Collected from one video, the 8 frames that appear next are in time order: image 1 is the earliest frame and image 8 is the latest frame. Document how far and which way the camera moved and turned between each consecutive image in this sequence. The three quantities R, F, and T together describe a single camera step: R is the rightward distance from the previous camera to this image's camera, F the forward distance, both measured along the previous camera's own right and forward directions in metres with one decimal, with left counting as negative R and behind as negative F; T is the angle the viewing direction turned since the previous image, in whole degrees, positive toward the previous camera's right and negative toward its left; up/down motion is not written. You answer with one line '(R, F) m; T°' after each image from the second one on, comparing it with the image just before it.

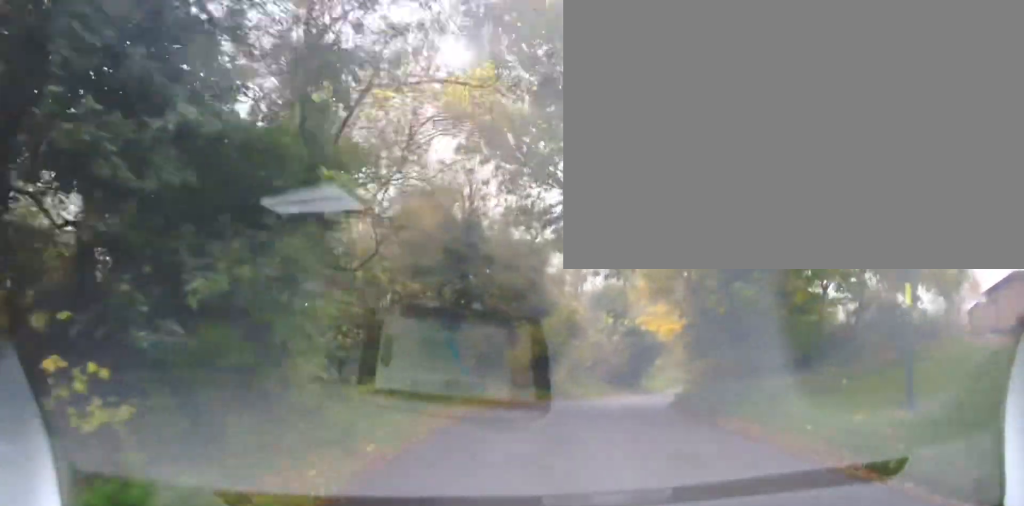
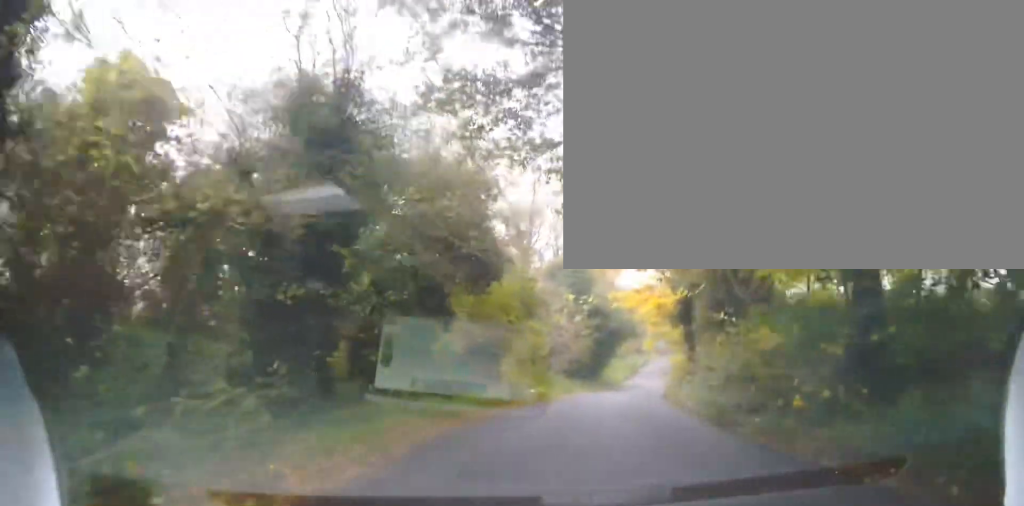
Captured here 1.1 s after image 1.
(+0.8, +8.8) m; +4°
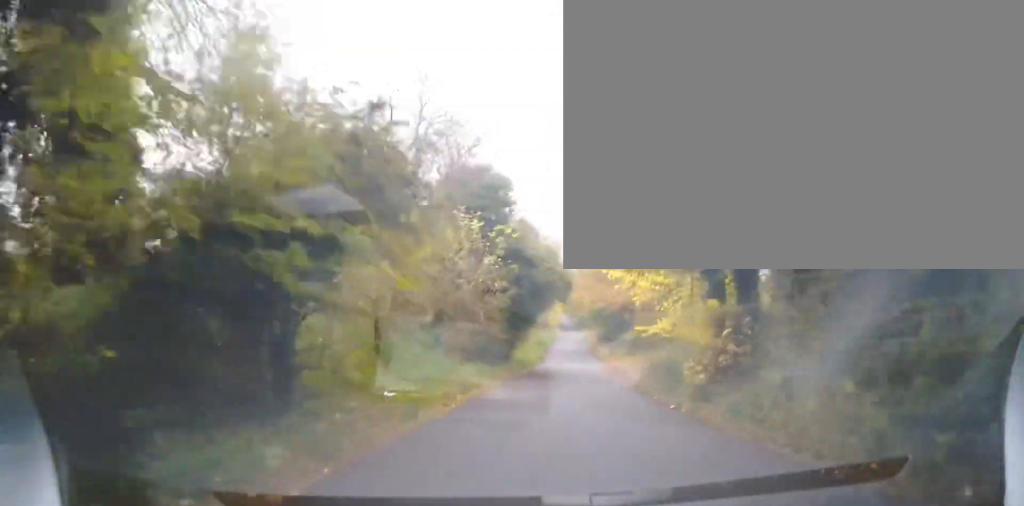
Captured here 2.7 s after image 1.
(+0.9, +13.4) m; +13°
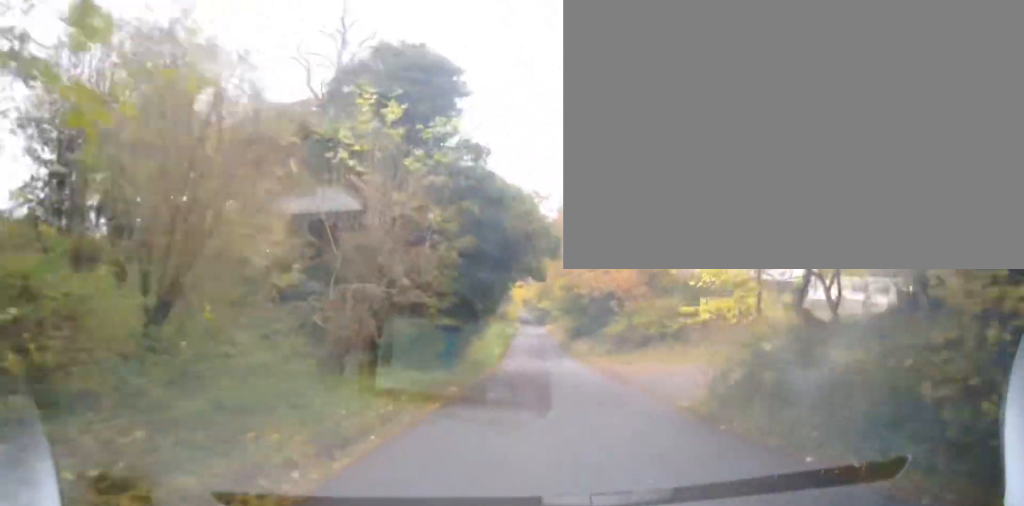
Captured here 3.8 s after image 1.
(+0.7, +9.4) m; +4°
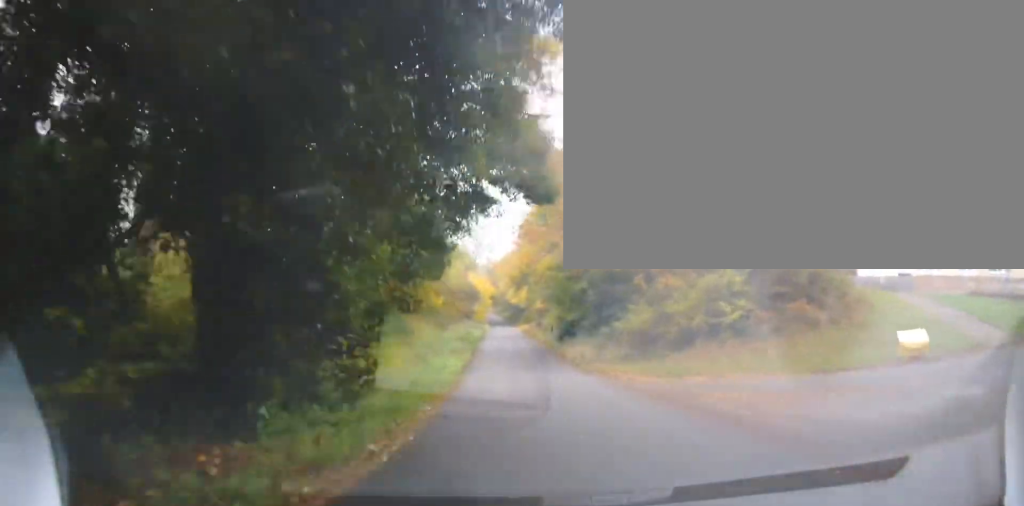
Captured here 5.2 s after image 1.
(-0.6, +12.8) m; -5°
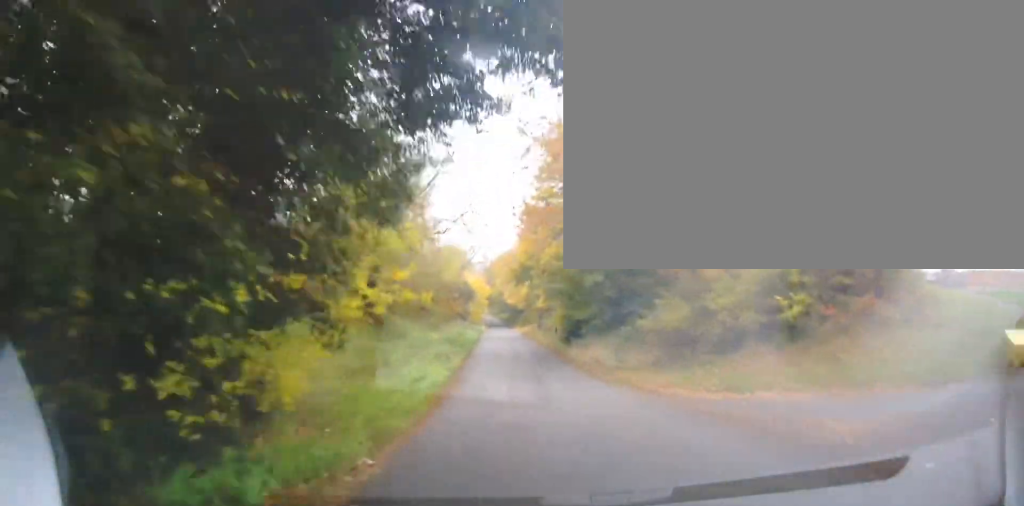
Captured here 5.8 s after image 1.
(-0.2, +5.4) m; -2°
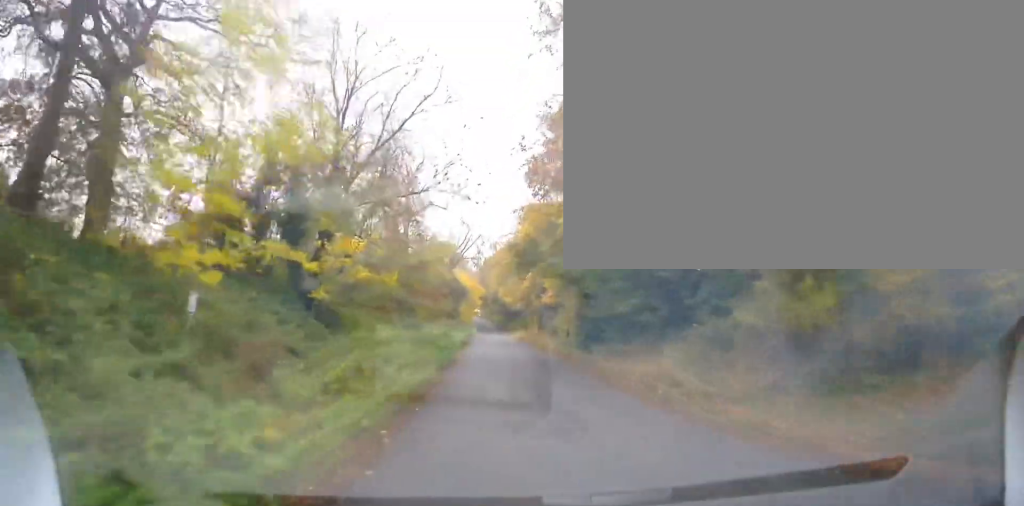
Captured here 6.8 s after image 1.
(+0.1, +9.3) m; +4°
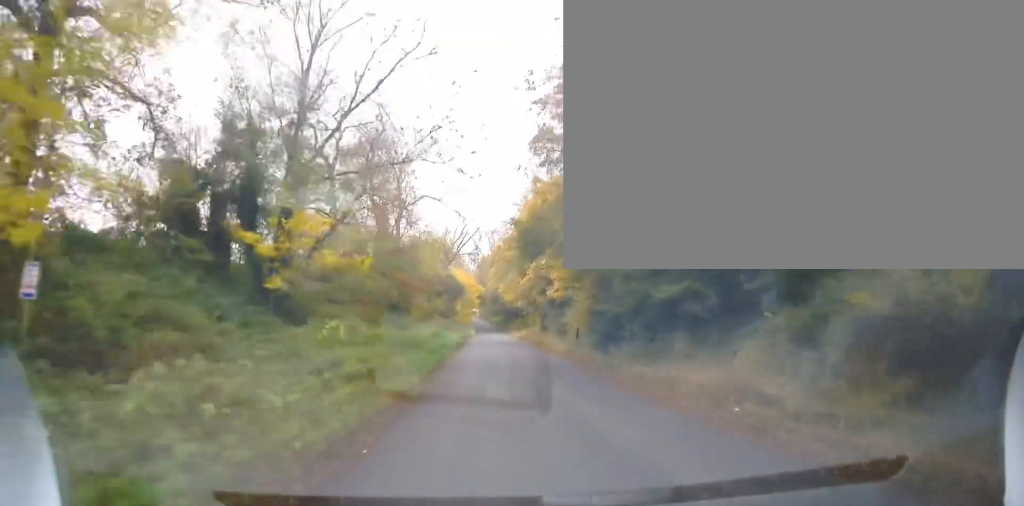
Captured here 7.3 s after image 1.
(+0.2, +4.2) m; +3°
